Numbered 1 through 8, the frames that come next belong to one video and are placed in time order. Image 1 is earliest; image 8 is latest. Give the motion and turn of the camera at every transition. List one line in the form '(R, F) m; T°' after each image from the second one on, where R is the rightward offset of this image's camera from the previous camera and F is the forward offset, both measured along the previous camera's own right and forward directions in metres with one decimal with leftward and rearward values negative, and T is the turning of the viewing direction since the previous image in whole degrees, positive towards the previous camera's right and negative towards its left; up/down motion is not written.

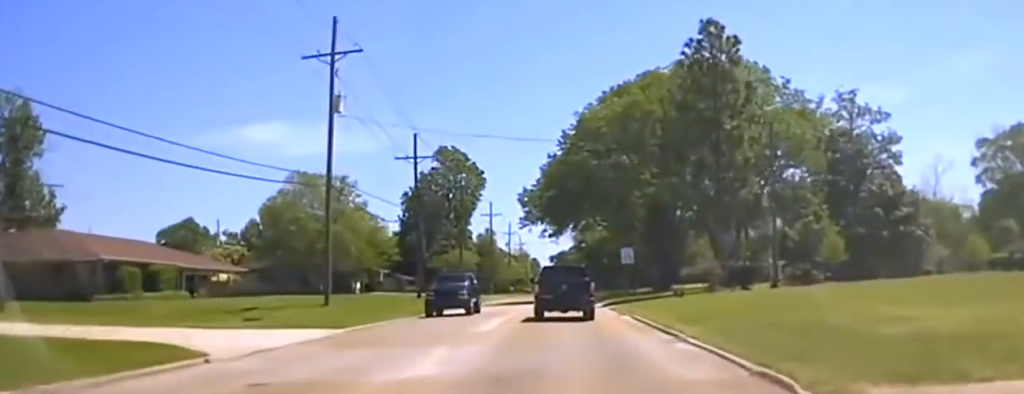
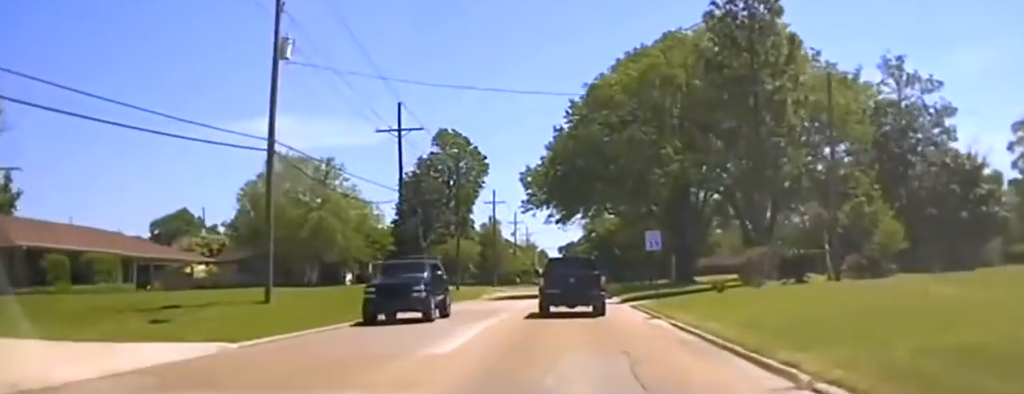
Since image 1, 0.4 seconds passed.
(0.0, +7.9) m; 0°
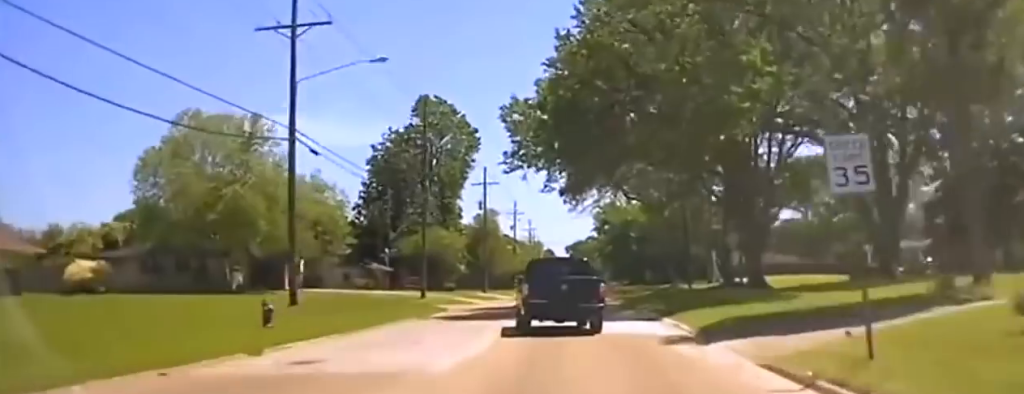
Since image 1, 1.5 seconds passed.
(0.0, +23.9) m; 0°
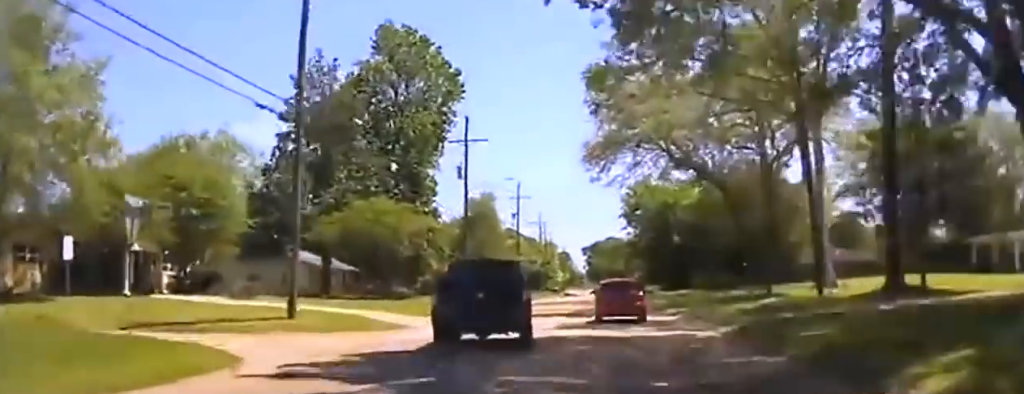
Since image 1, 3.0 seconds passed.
(-0.2, +35.2) m; -1°
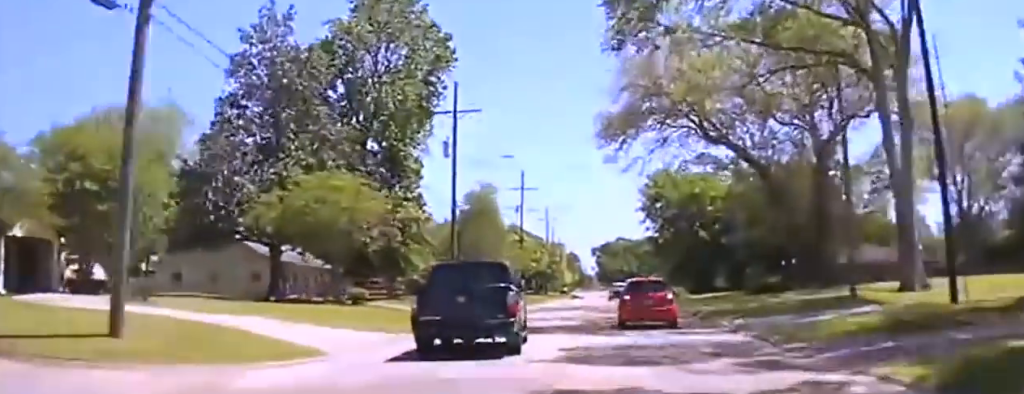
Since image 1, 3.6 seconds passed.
(-0.1, +14.9) m; 0°
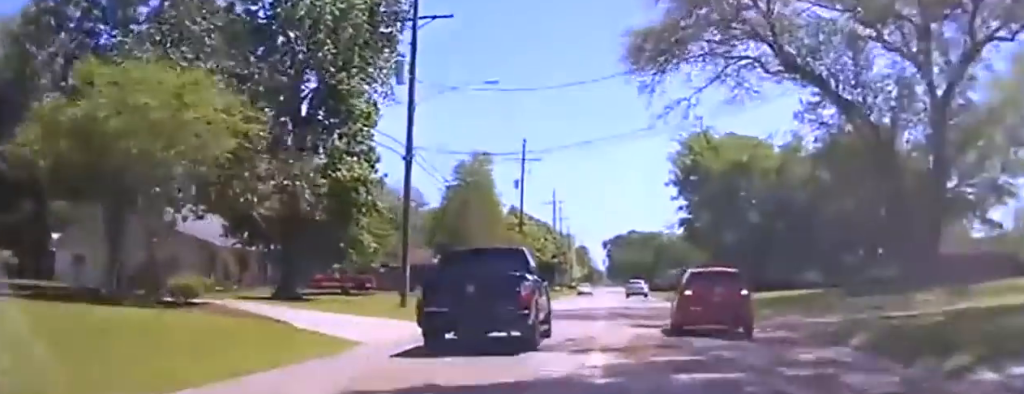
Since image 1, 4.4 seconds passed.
(-0.3, +23.7) m; 0°
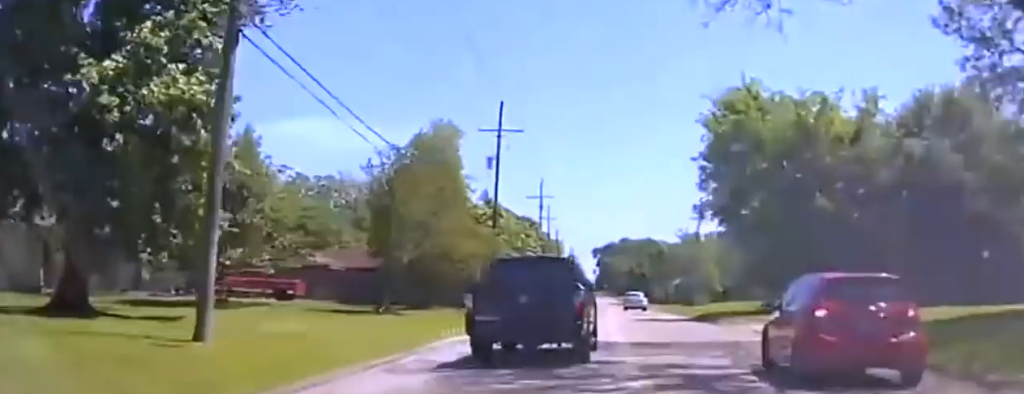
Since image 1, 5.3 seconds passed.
(+0.3, +21.5) m; +1°
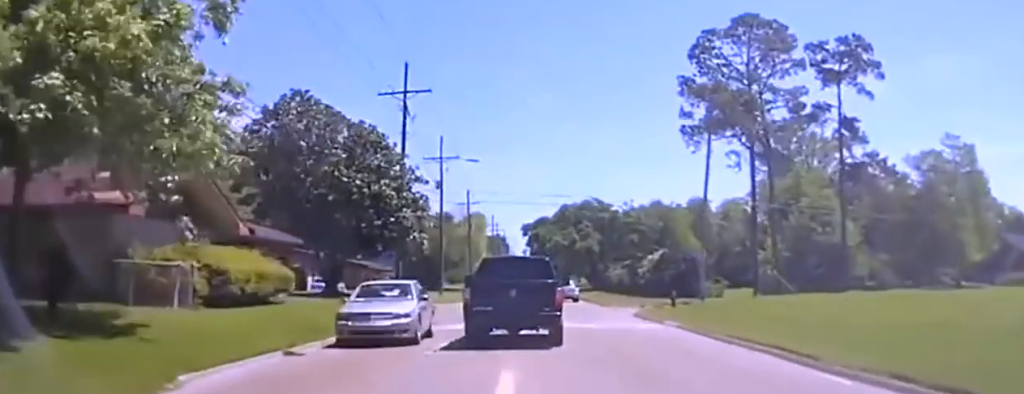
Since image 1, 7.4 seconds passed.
(+1.0, +40.5) m; +3°
